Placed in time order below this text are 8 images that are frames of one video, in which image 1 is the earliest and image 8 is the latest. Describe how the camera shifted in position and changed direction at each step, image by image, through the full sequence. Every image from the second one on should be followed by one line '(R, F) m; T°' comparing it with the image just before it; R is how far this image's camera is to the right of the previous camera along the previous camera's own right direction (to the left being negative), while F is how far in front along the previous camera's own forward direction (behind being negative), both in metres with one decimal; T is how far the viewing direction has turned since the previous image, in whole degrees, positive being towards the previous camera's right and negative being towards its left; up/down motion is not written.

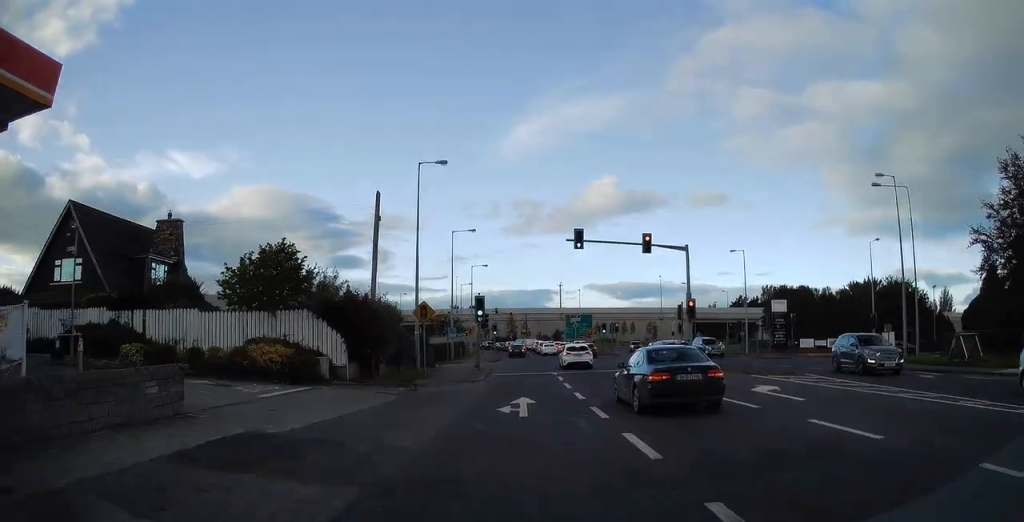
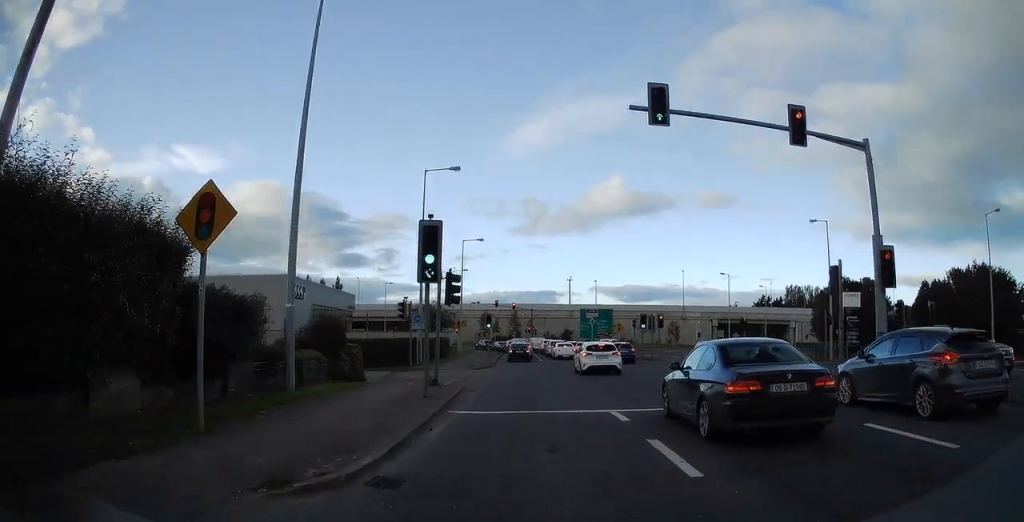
(+0.4, +19.2) m; +1°
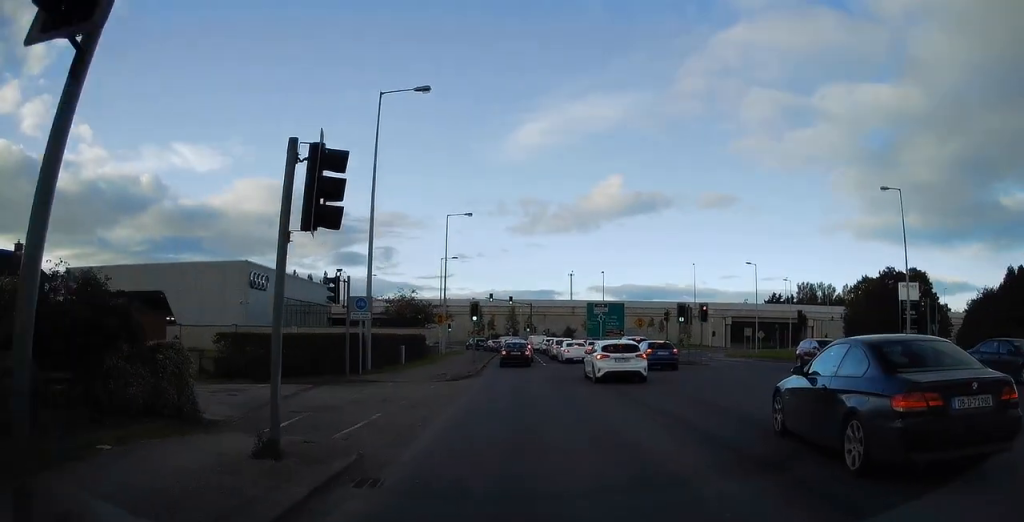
(-0.1, +12.5) m; 0°
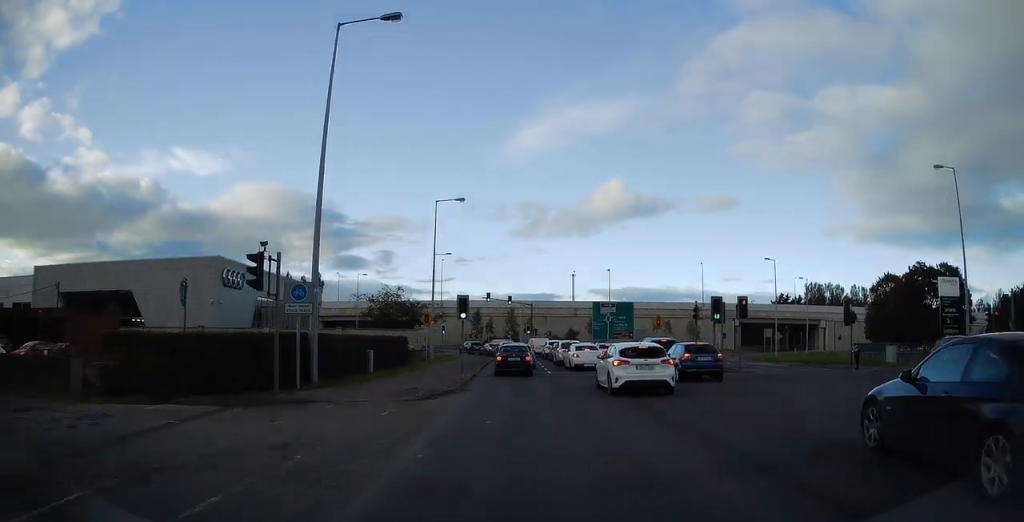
(+0.1, +6.9) m; 0°
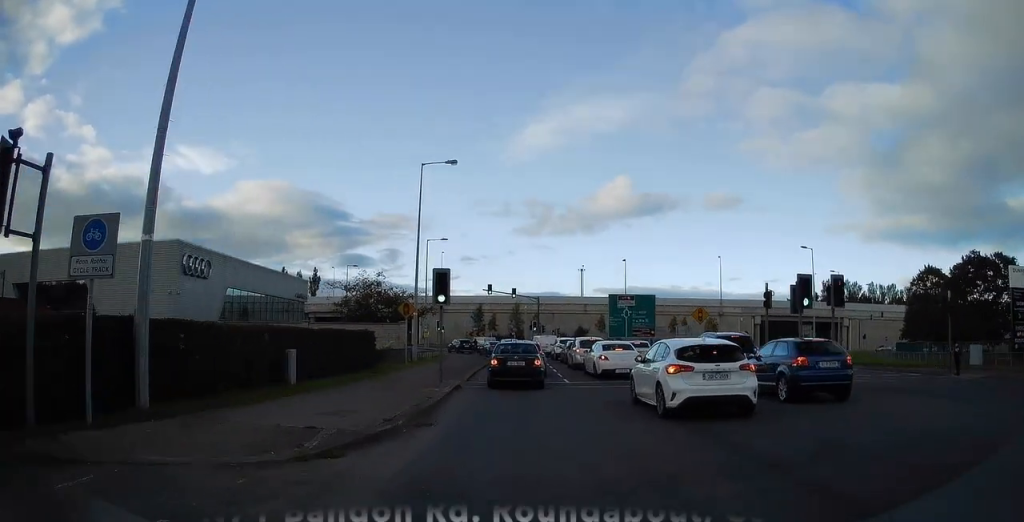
(-0.1, +10.2) m; -1°
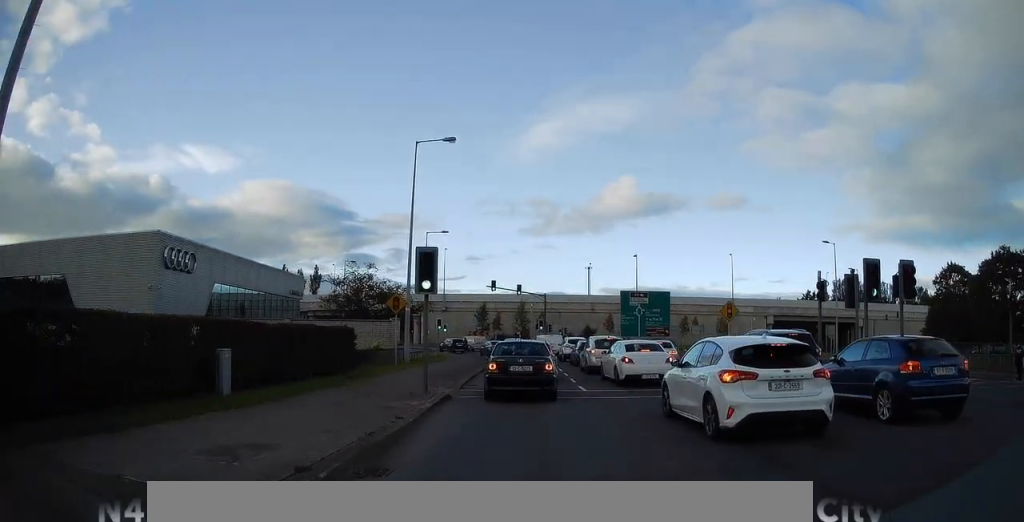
(0.0, +5.0) m; 0°
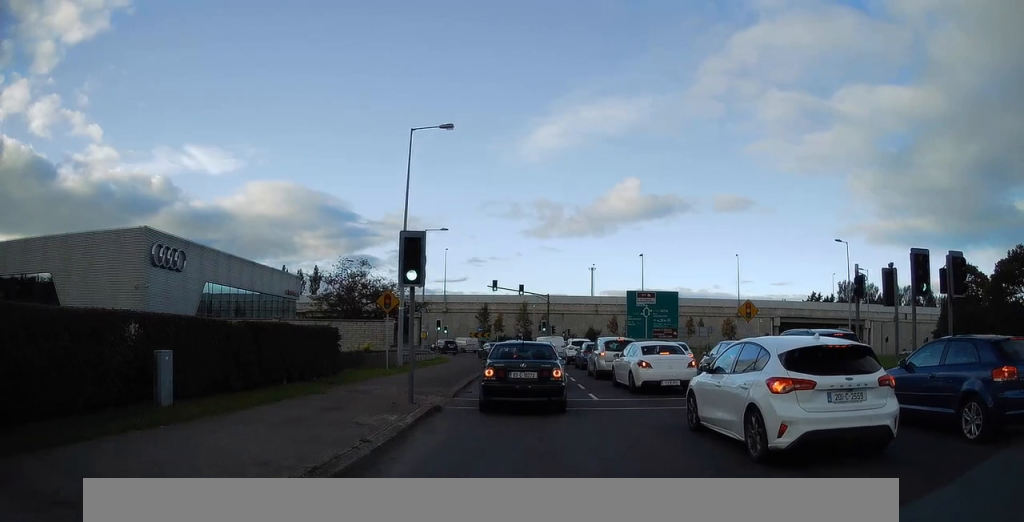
(0.0, +3.1) m; 0°
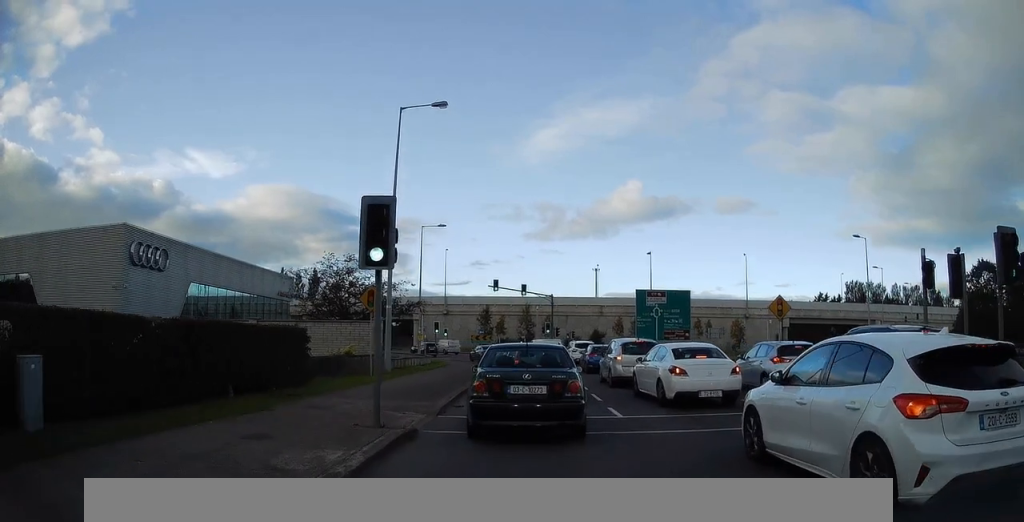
(0.0, +4.9) m; 0°
